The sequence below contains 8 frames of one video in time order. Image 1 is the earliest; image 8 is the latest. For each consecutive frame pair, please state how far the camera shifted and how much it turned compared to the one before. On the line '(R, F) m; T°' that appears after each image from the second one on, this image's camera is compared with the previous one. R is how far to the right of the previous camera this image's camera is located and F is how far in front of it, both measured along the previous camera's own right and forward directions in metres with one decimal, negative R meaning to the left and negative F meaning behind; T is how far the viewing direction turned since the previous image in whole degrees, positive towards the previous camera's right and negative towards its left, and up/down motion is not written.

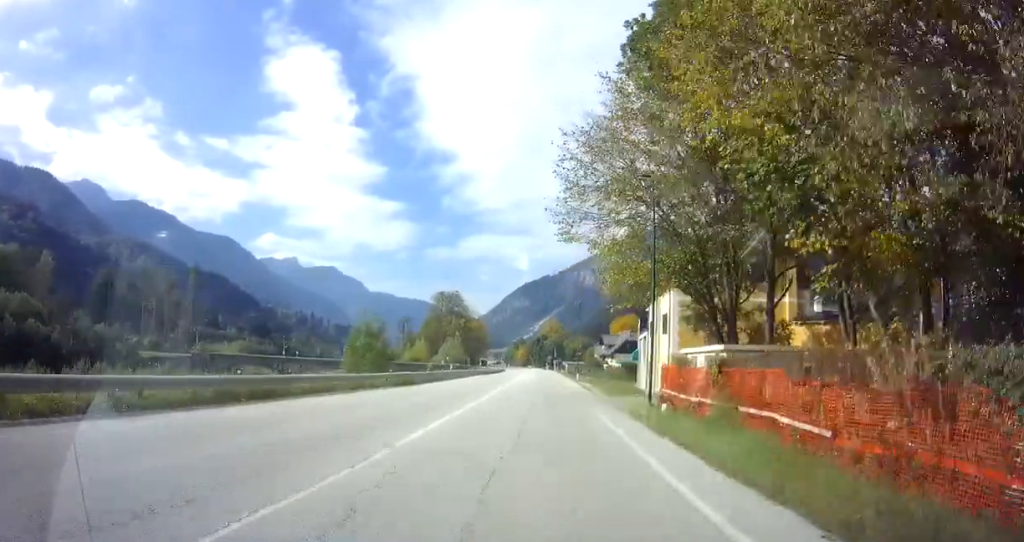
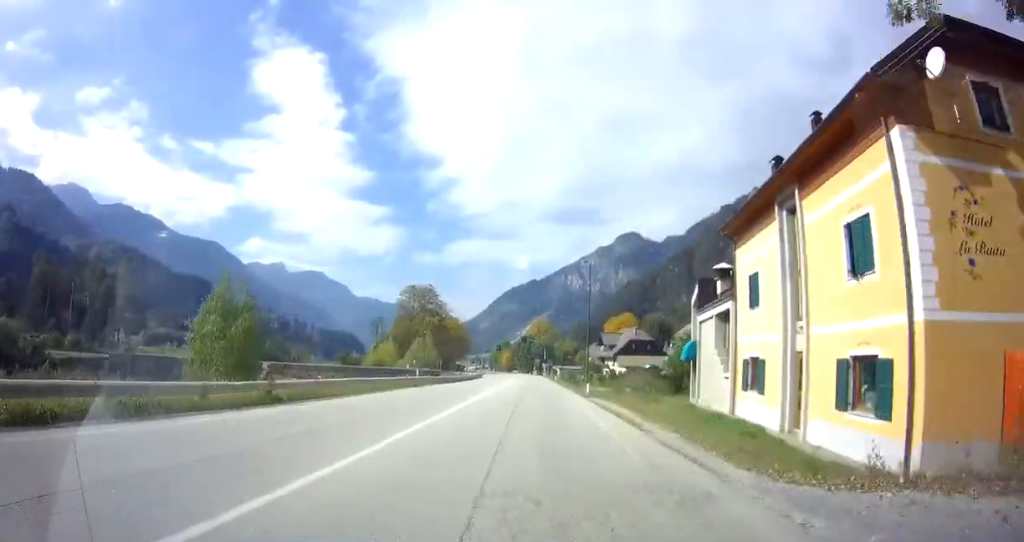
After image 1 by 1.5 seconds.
(+0.6, +23.5) m; 0°
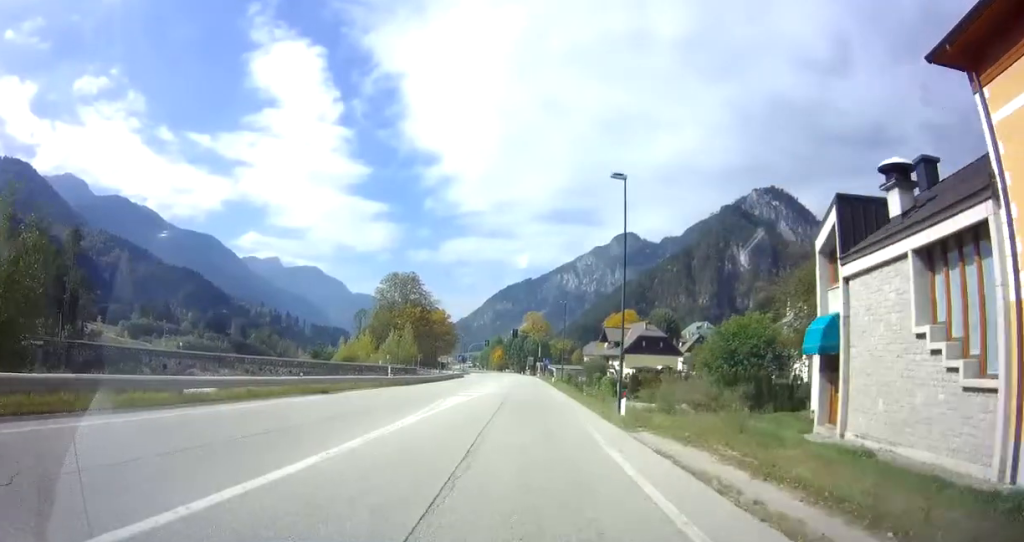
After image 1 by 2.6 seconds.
(-0.3, +15.5) m; 0°
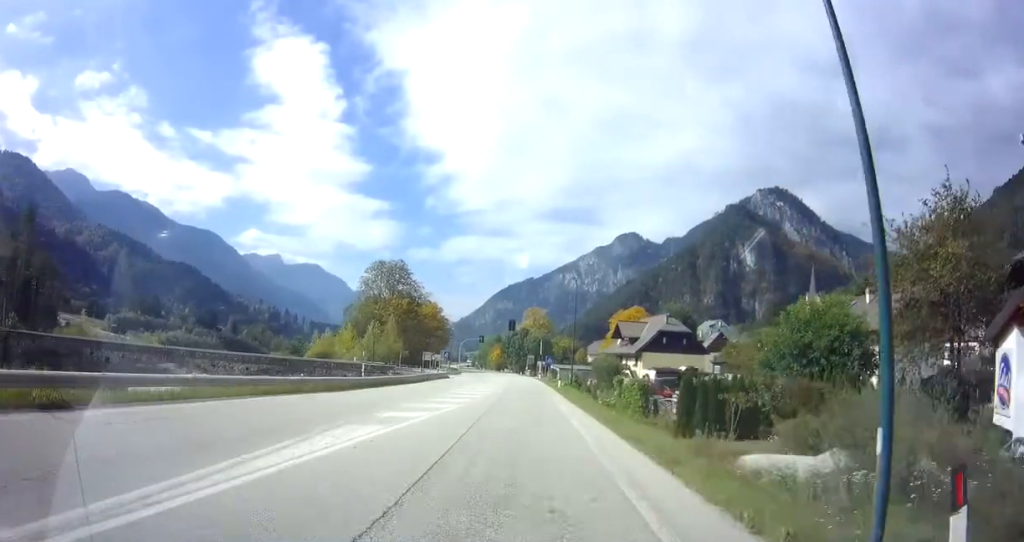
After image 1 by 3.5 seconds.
(+0.2, +13.9) m; 0°
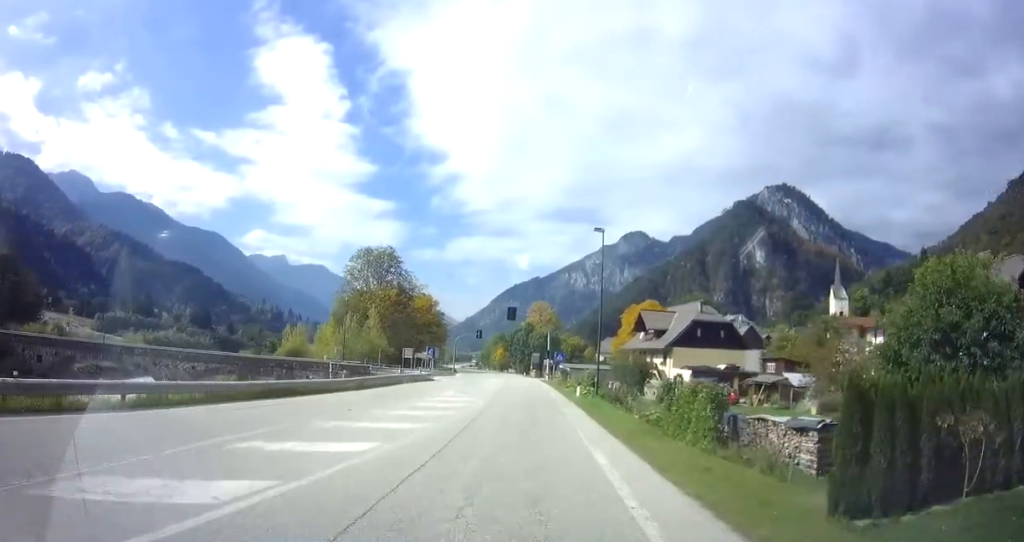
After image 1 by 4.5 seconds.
(-0.2, +14.5) m; -1°
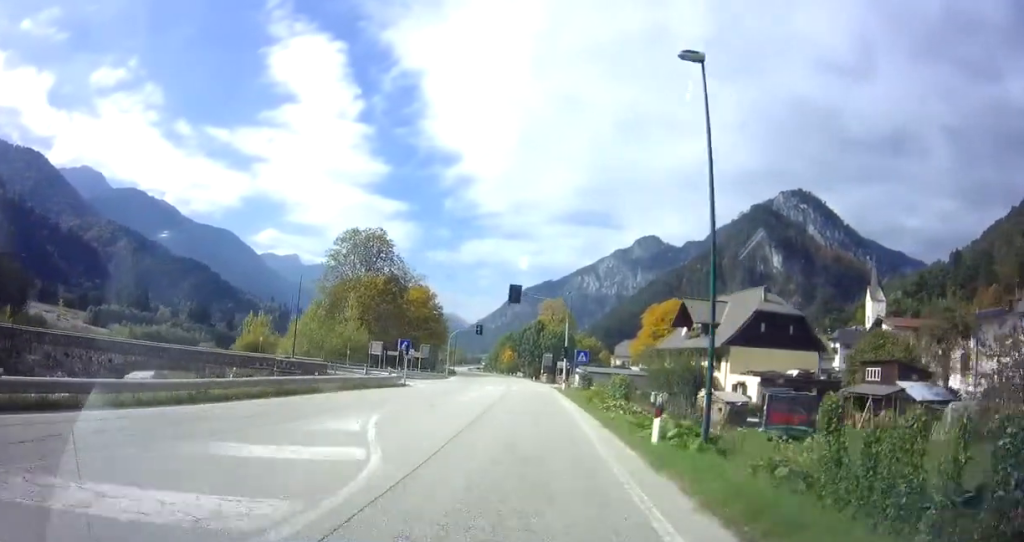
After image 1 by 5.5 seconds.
(-0.2, +15.6) m; -1°
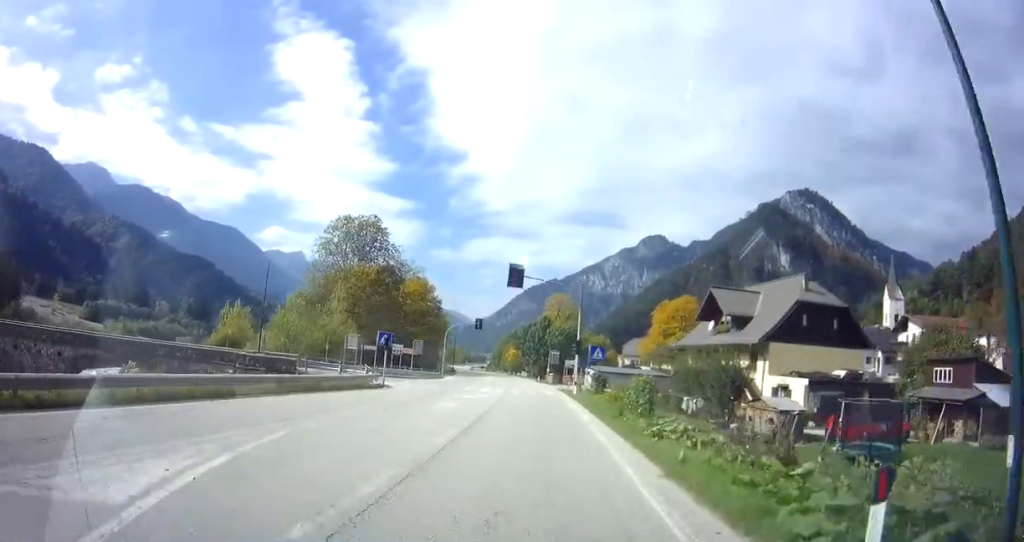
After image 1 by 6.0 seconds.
(0.0, +7.0) m; 0°
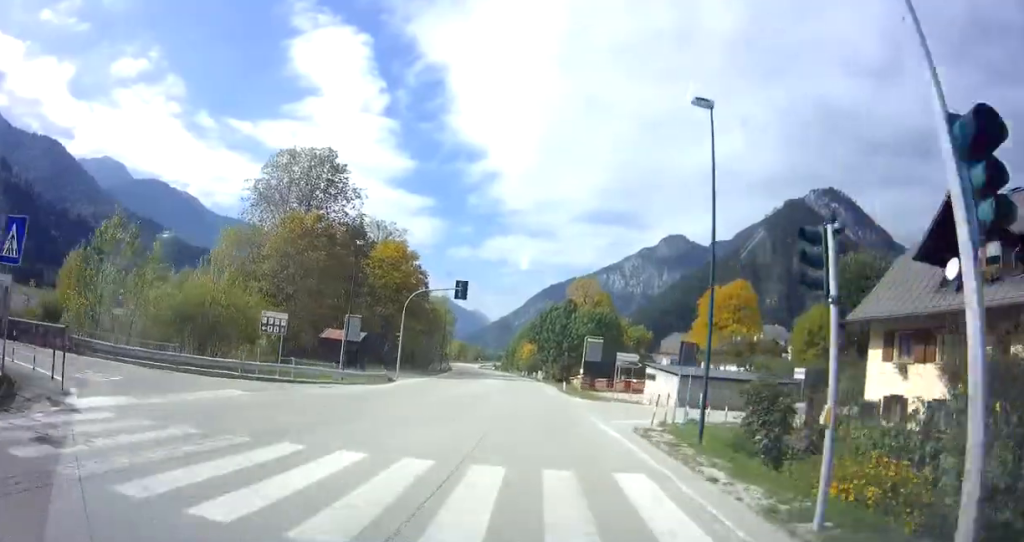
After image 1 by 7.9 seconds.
(-0.8, +28.9) m; -3°
